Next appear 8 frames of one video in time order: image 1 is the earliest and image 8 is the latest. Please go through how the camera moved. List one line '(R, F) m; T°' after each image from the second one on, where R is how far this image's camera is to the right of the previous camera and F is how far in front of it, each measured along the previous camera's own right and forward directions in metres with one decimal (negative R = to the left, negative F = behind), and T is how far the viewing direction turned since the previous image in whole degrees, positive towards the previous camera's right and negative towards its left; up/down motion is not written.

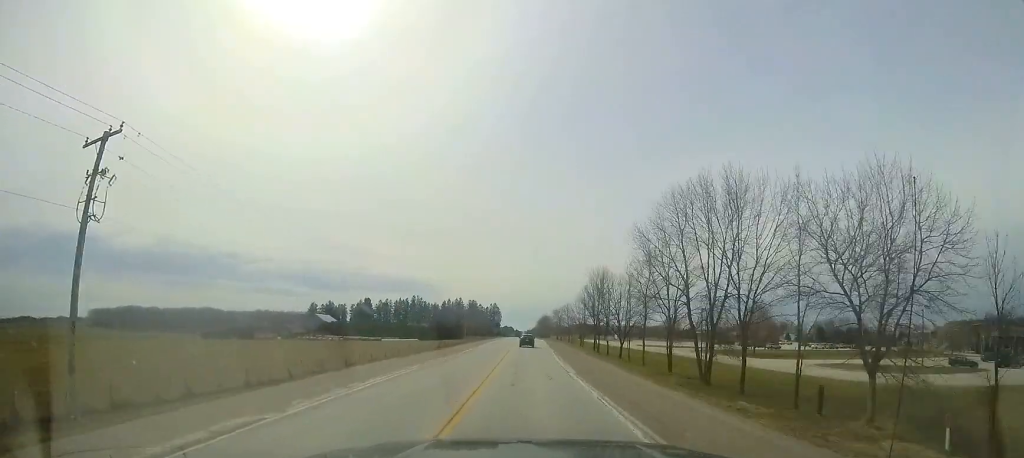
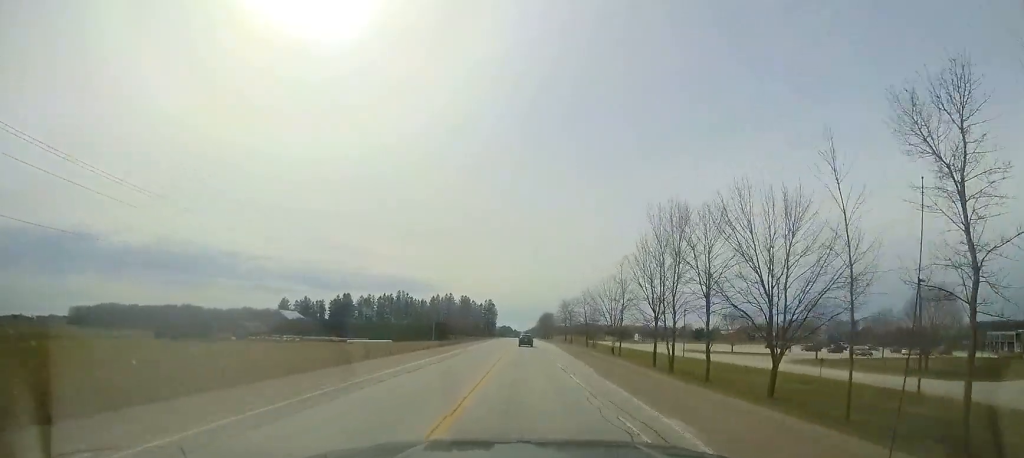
(-0.5, +33.2) m; 0°
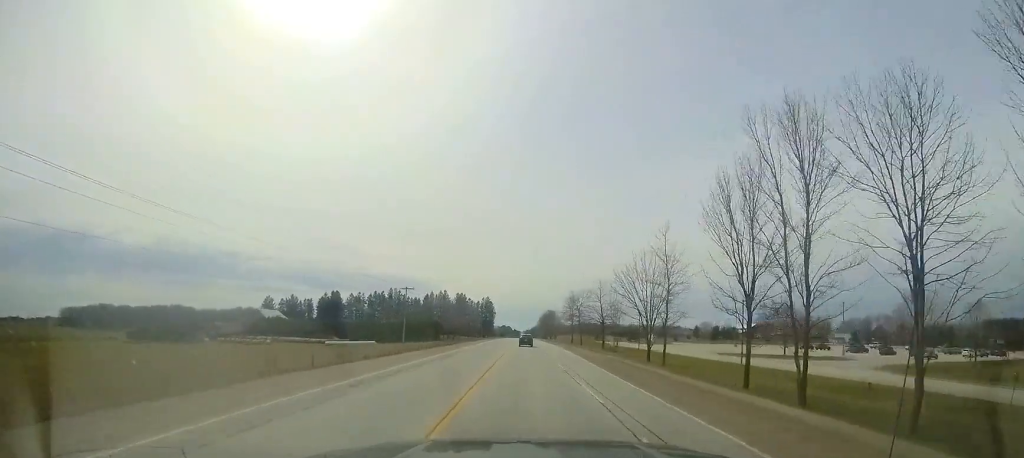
(+0.4, +16.3) m; +1°
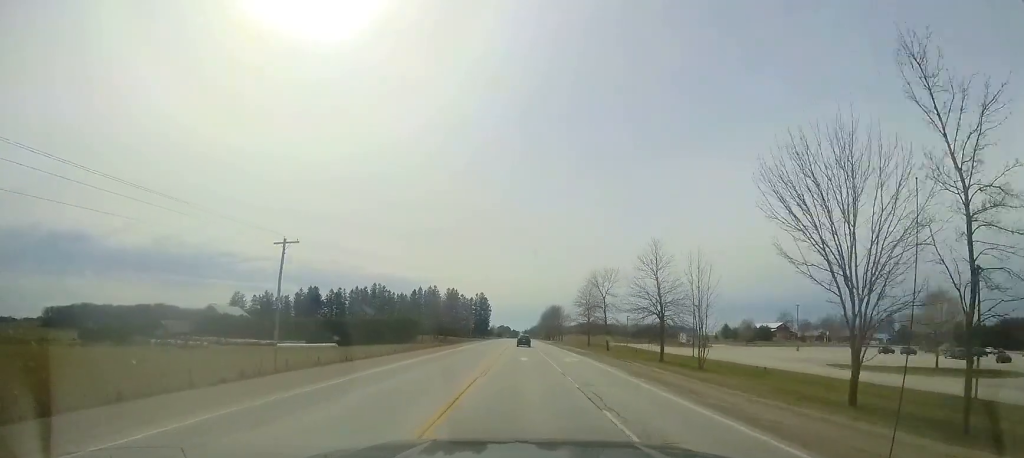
(+0.1, +26.5) m; -1°
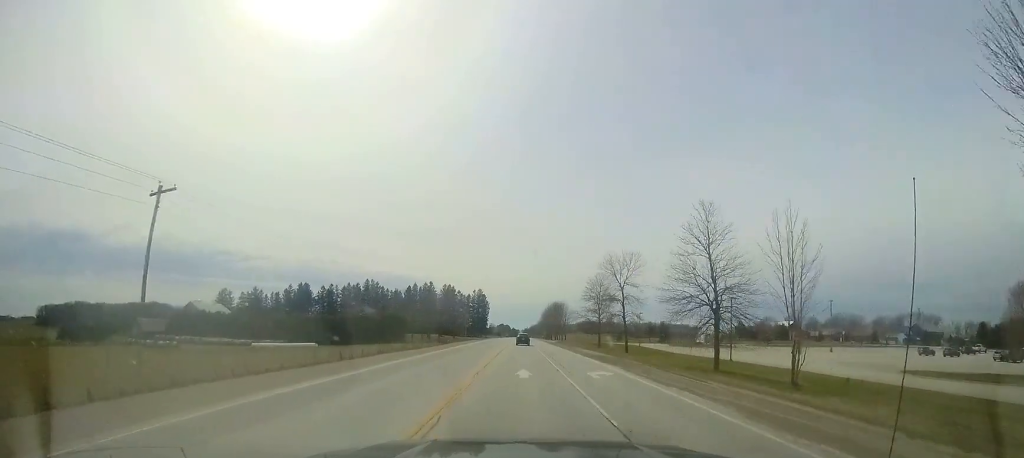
(-0.1, +10.3) m; 0°
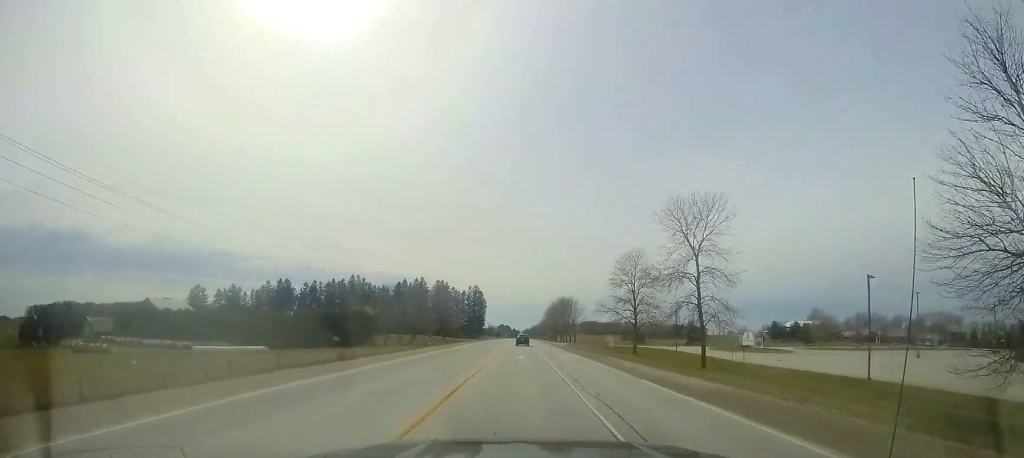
(-0.4, +19.7) m; 0°
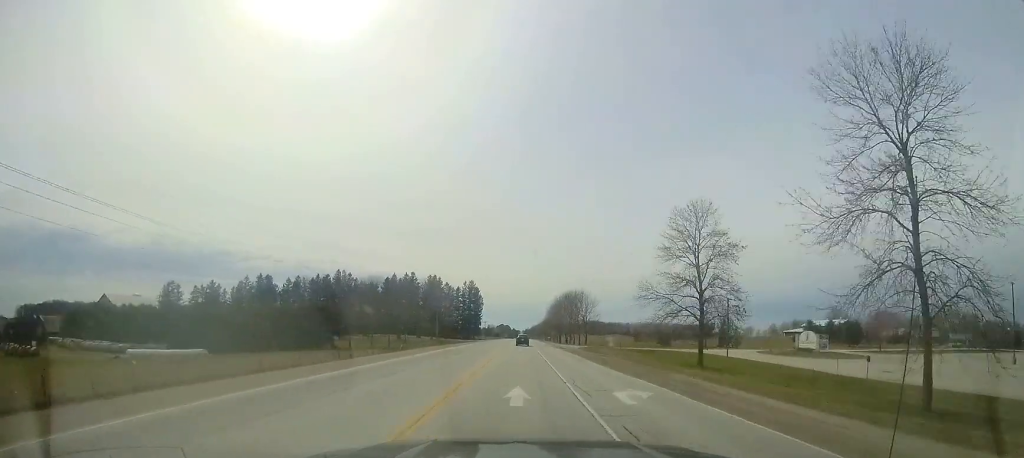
(+0.3, +16.3) m; 0°
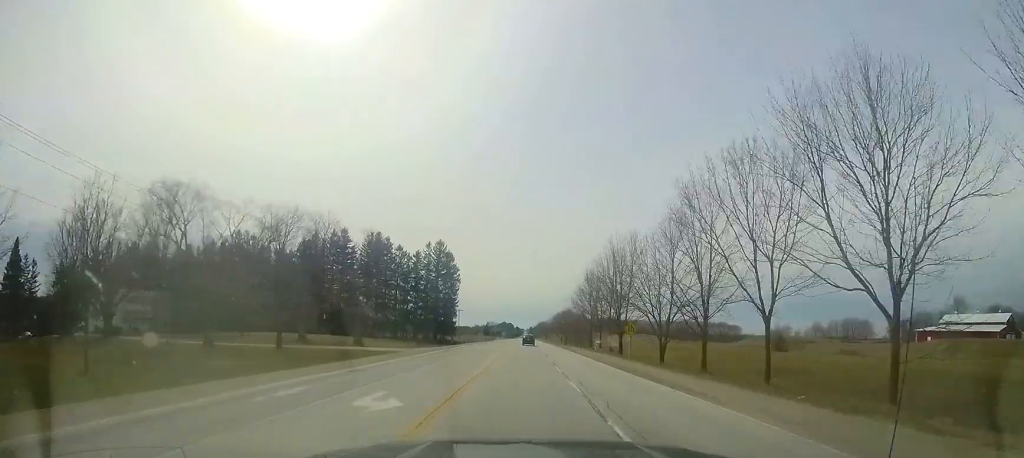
(-0.1, +72.0) m; 0°
